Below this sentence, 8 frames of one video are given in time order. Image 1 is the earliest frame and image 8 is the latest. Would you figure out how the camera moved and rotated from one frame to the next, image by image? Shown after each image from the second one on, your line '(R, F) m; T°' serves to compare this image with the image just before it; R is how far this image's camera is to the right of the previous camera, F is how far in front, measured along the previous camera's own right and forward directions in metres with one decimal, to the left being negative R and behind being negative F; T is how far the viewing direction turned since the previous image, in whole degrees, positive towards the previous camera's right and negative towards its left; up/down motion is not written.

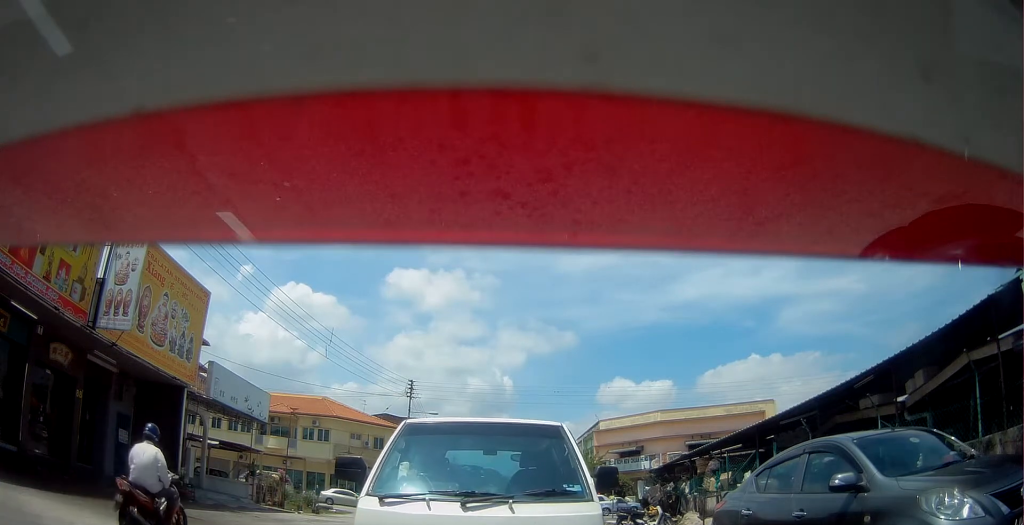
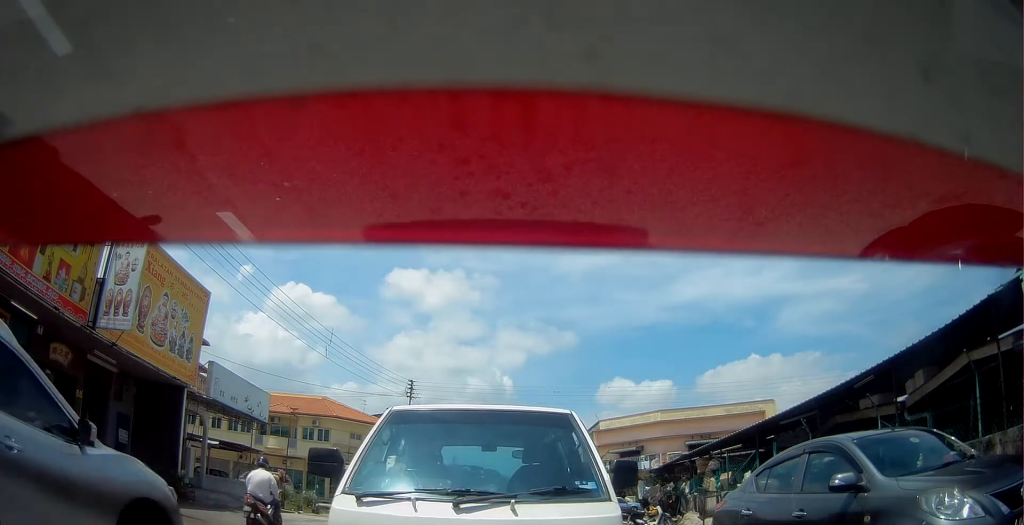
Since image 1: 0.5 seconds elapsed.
(0.0, 0.0) m; 0°
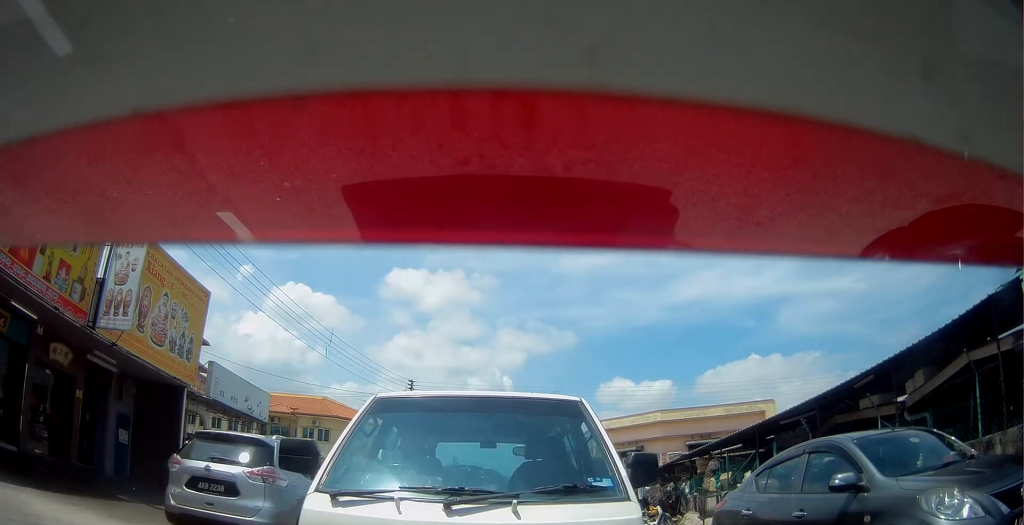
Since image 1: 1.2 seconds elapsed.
(0.0, 0.0) m; 0°
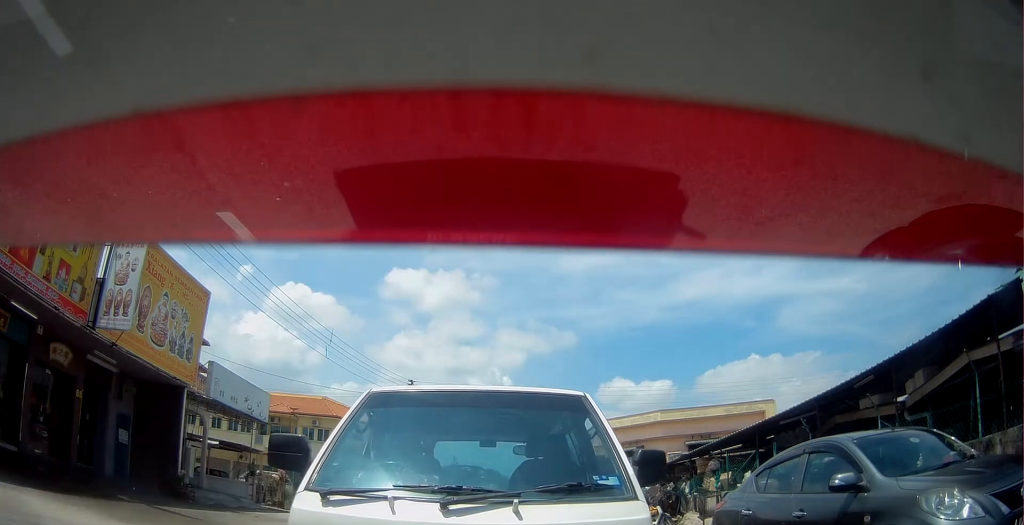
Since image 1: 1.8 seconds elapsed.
(0.0, 0.0) m; 0°
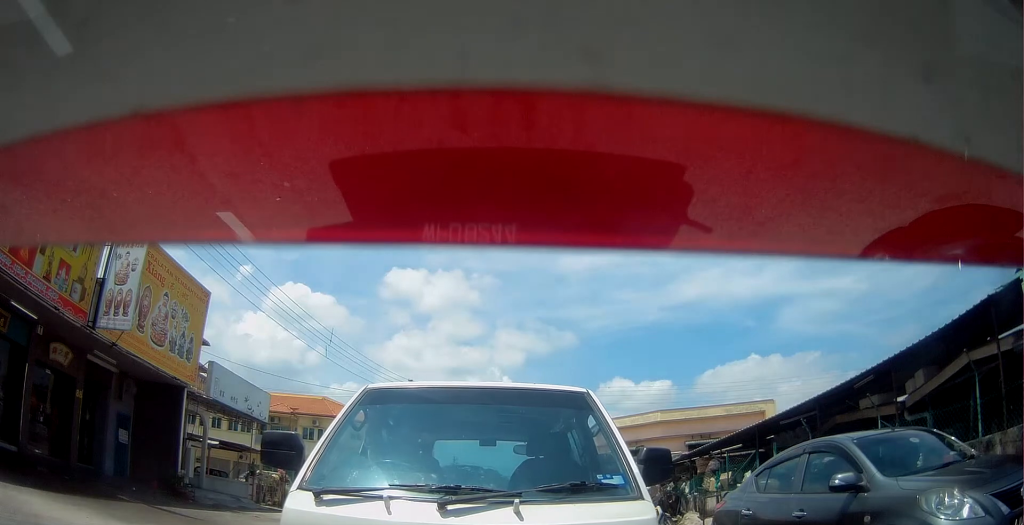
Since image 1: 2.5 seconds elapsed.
(0.0, 0.0) m; 0°
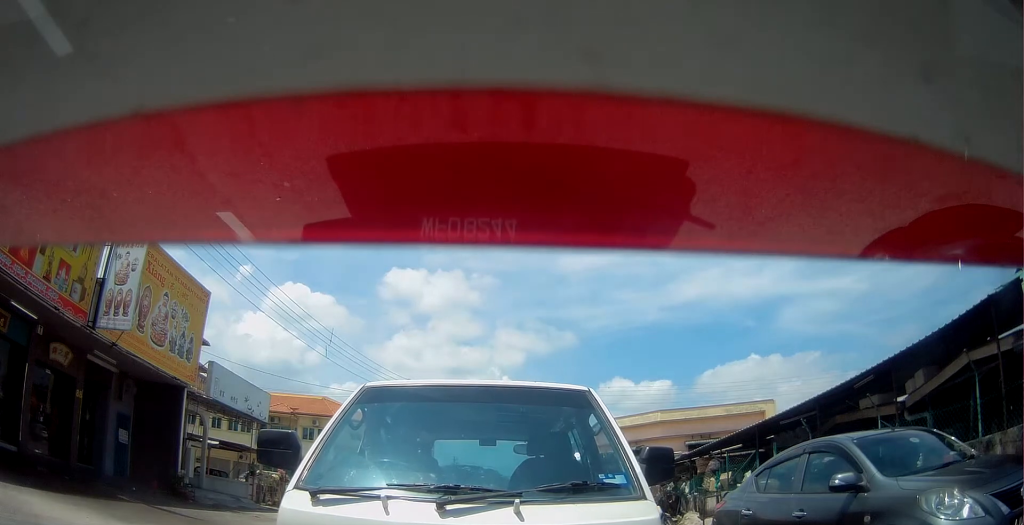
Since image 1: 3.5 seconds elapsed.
(0.0, 0.0) m; 0°
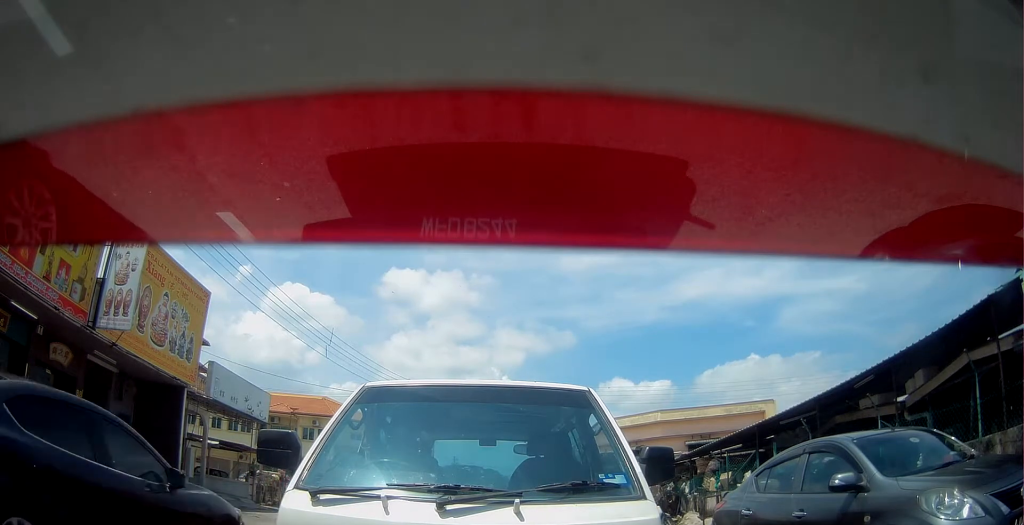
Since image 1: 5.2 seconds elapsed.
(0.0, 0.0) m; 0°
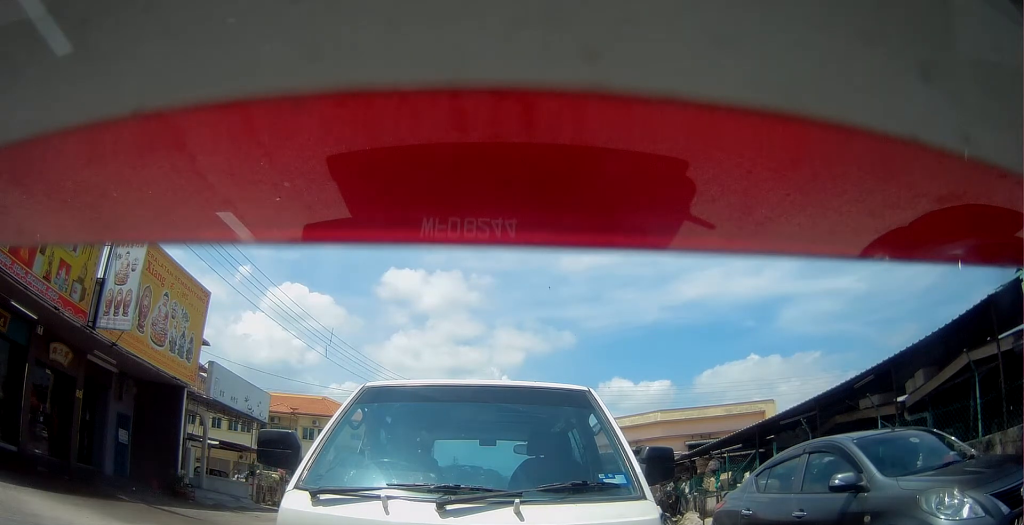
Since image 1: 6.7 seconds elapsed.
(0.0, 0.0) m; 0°
